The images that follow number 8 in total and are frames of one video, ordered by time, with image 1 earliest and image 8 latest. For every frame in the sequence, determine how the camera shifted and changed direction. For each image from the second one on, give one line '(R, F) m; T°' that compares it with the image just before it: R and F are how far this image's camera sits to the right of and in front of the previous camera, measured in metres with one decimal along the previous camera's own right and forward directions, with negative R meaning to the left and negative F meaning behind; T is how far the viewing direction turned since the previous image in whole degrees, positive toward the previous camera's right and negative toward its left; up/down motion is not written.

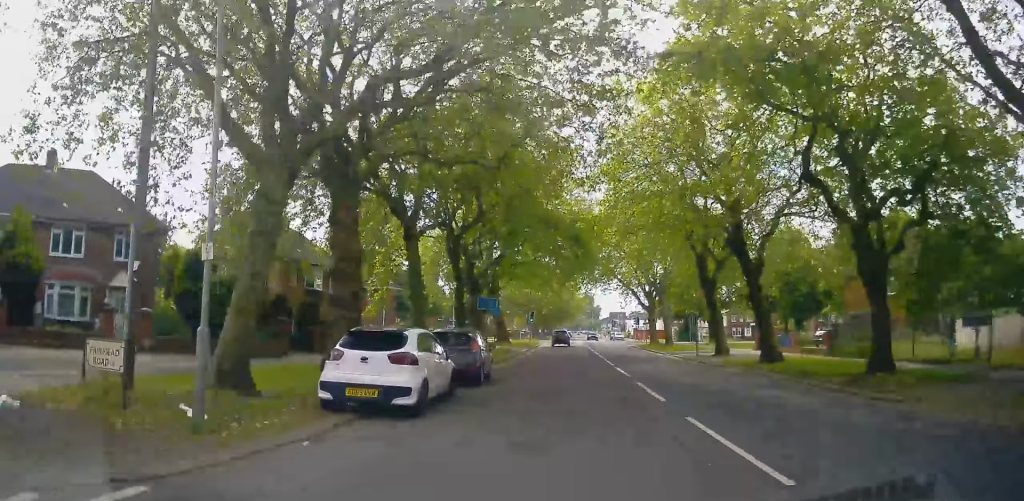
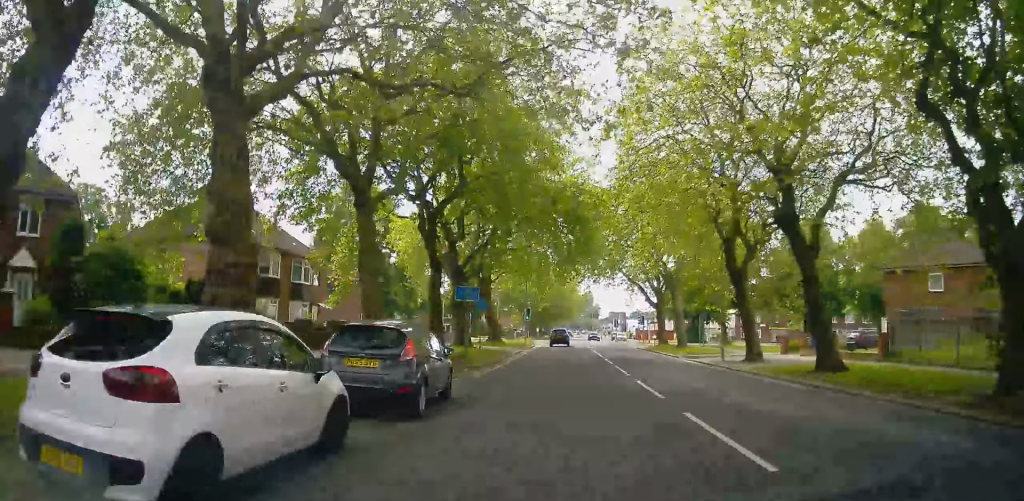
(-0.1, +6.2) m; -1°
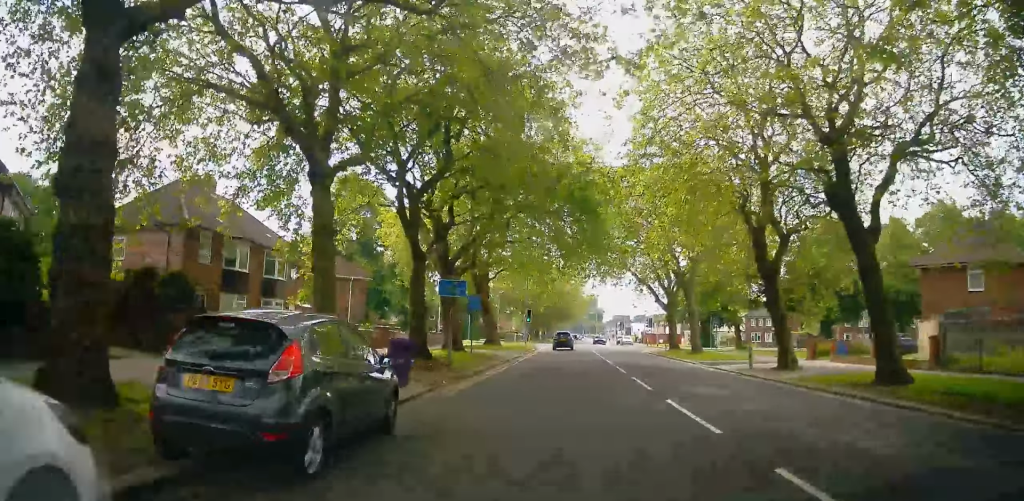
(-0.1, +4.0) m; 0°
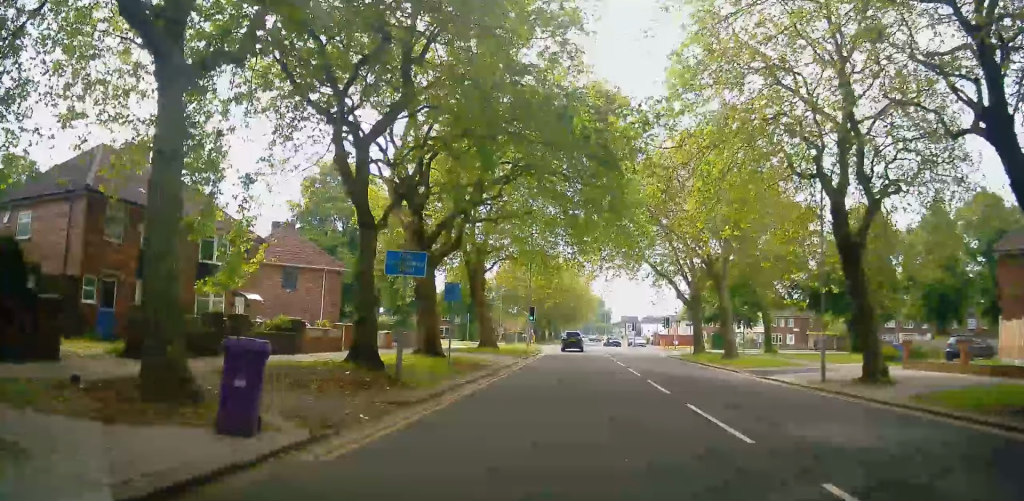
(+0.2, +6.9) m; 0°
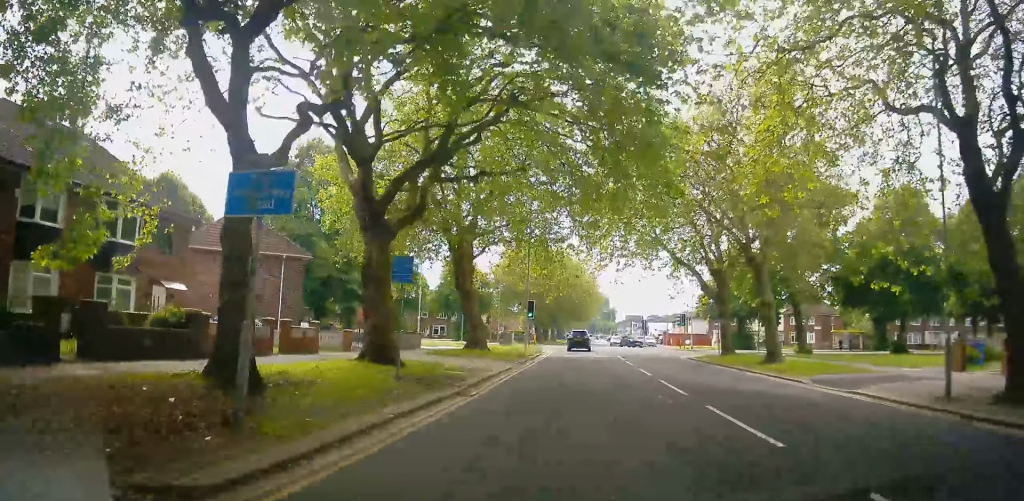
(-0.1, +6.6) m; -1°
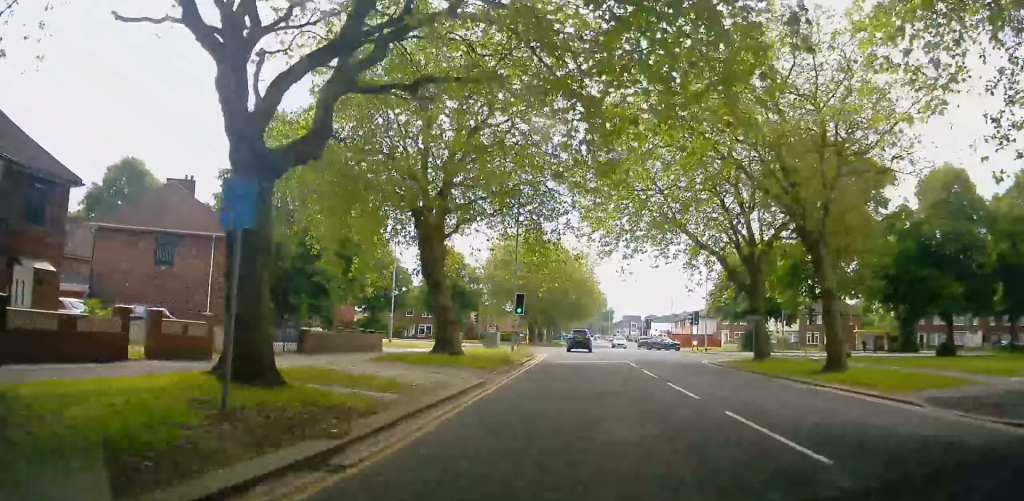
(-0.1, +6.8) m; 0°
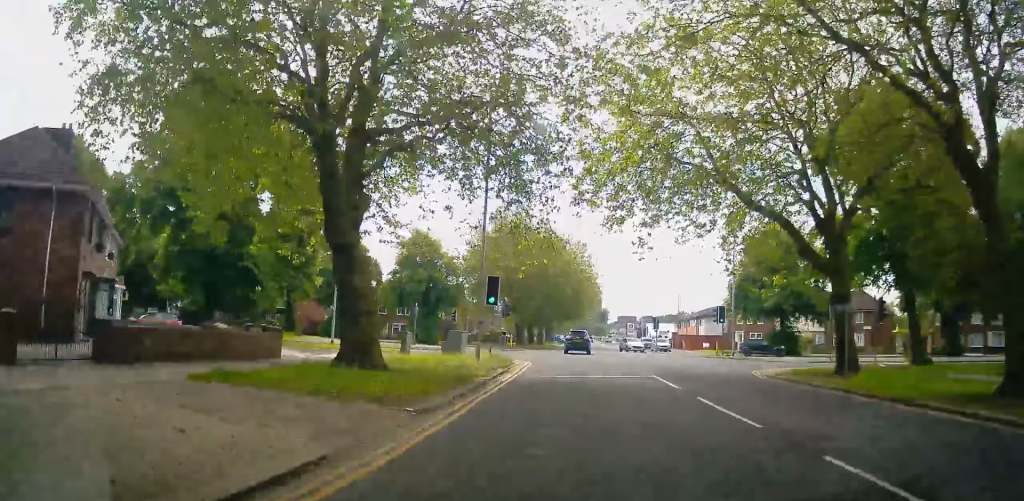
(+0.2, +9.8) m; +2°
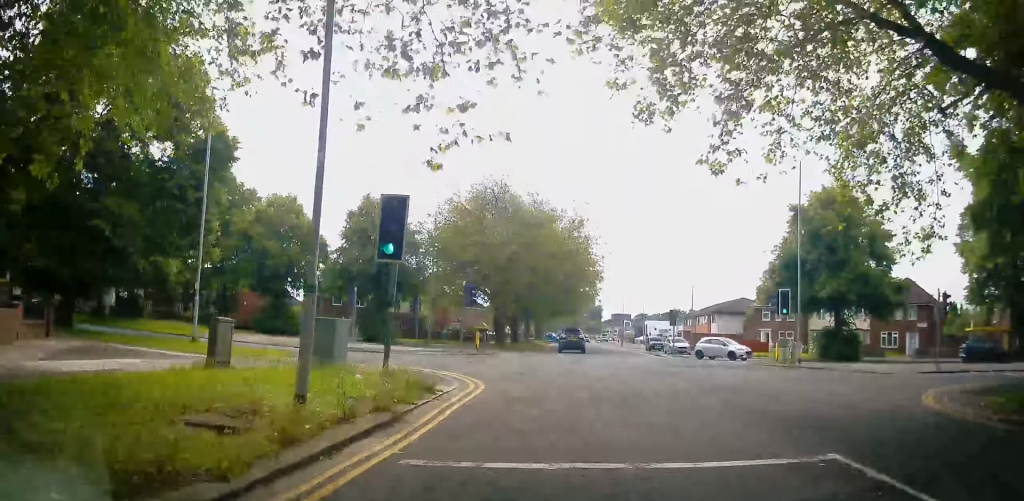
(+0.1, +13.6) m; +1°
